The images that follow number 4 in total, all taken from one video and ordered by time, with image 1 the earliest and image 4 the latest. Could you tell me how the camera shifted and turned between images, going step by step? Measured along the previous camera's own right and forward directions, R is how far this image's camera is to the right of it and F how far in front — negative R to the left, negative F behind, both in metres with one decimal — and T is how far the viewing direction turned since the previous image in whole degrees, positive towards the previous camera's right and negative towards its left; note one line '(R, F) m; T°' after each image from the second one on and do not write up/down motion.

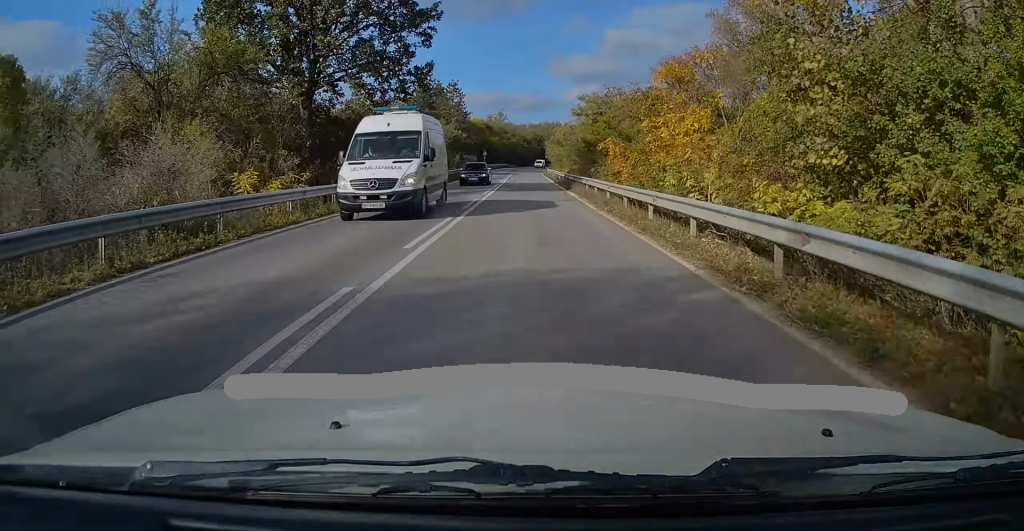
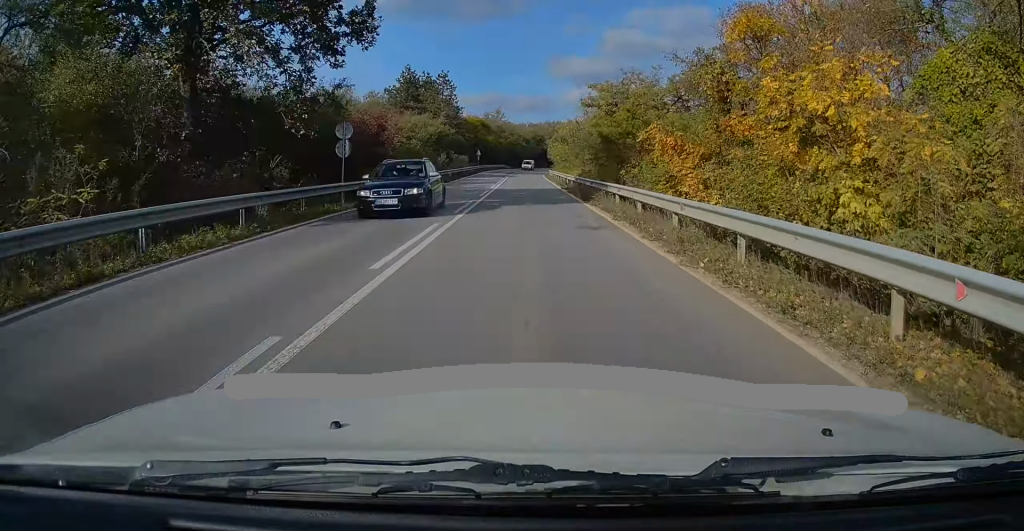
(-0.1, +10.8) m; 0°
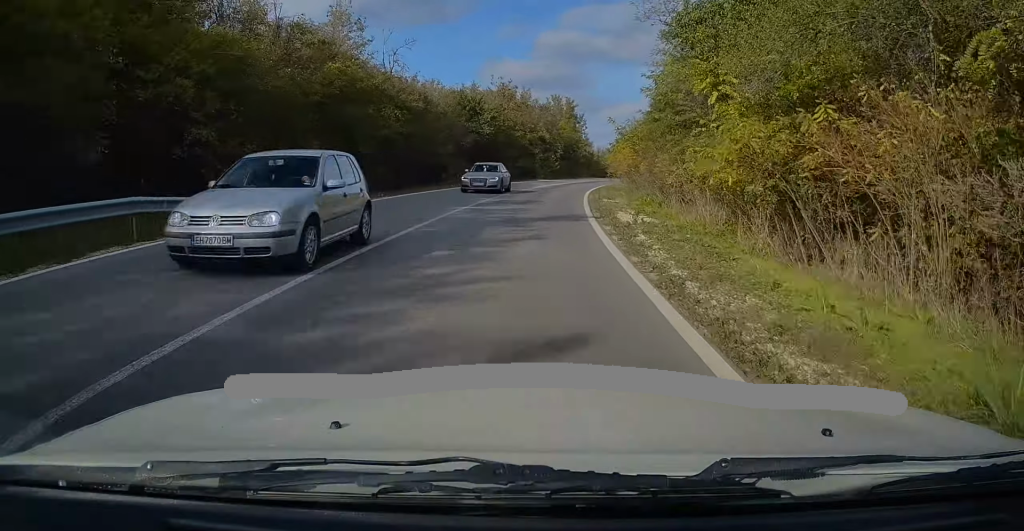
(+2.0, +98.5) m; +4°
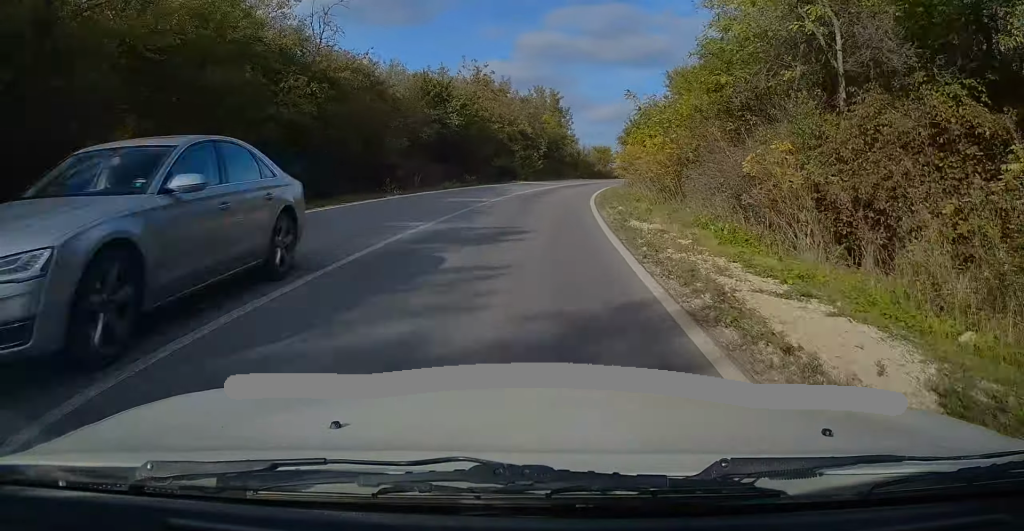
(0.0, +11.8) m; +2°
